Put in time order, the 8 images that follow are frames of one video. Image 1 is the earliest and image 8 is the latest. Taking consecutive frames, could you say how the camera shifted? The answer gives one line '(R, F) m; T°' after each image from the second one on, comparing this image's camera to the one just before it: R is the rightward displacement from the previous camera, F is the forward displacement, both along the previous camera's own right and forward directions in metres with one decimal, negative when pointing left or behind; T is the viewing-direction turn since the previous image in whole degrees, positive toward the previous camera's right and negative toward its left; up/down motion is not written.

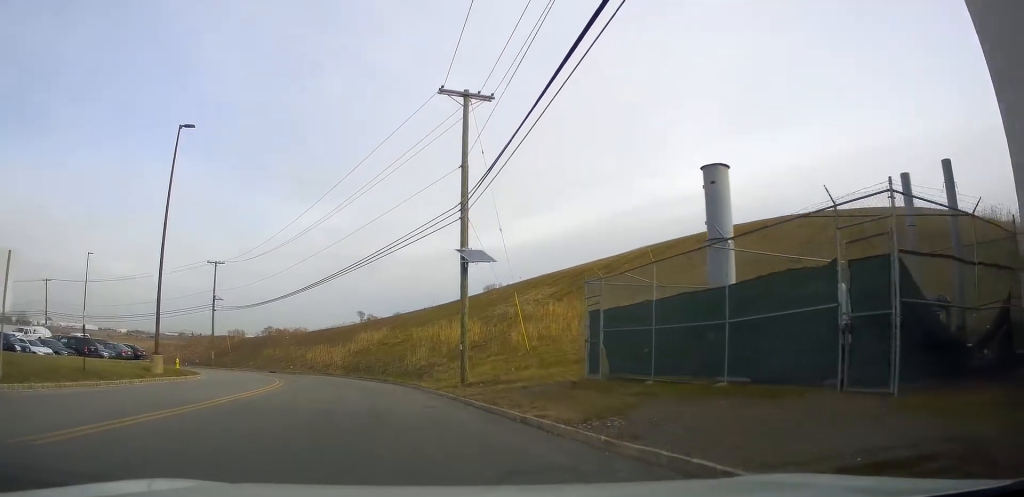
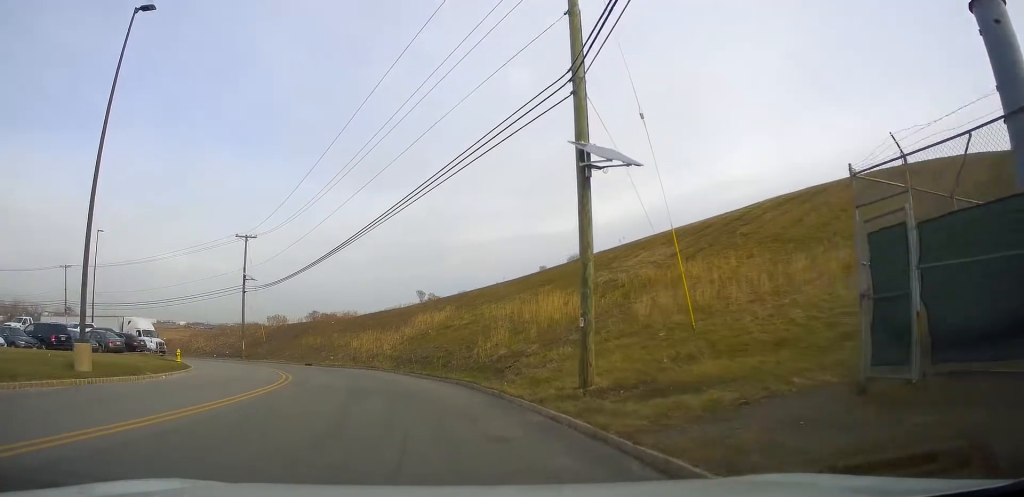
(-1.1, +10.8) m; -5°
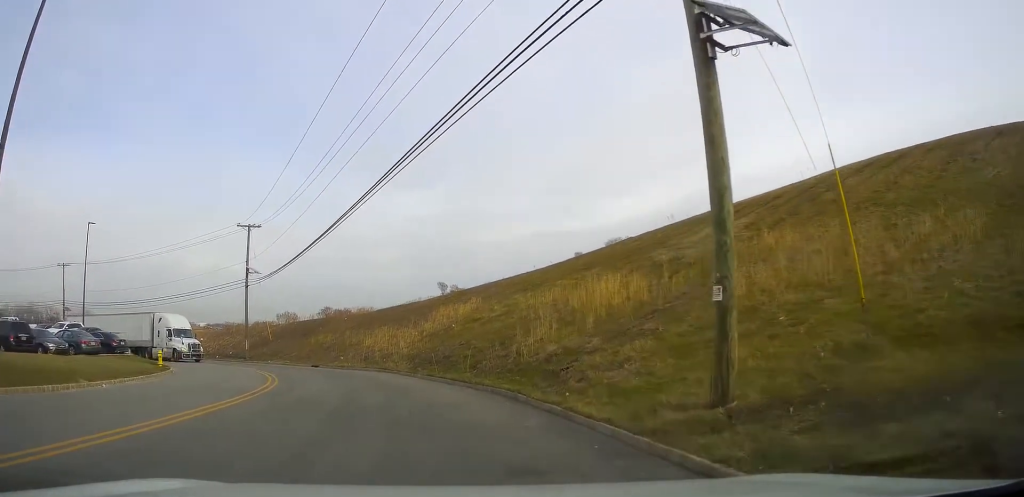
(-0.4, +5.4) m; -1°
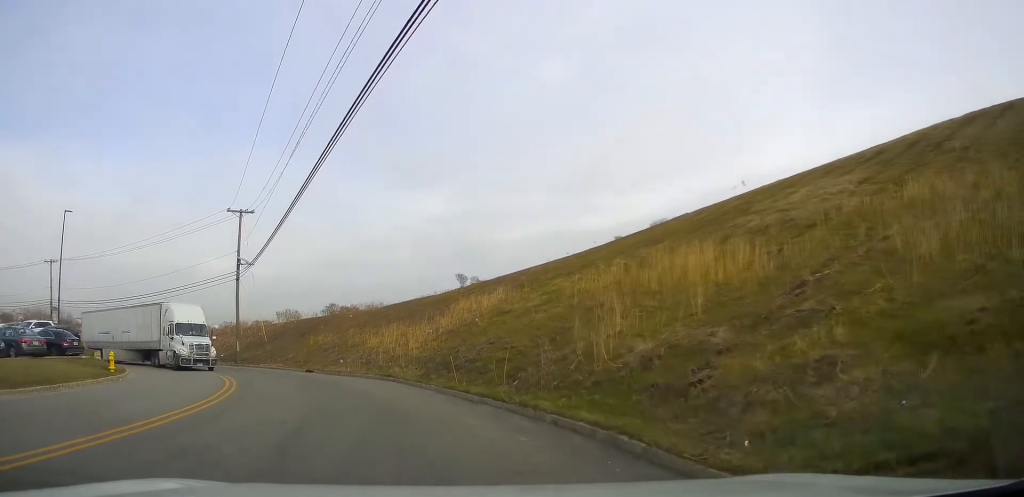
(+0.1, +6.7) m; -4°
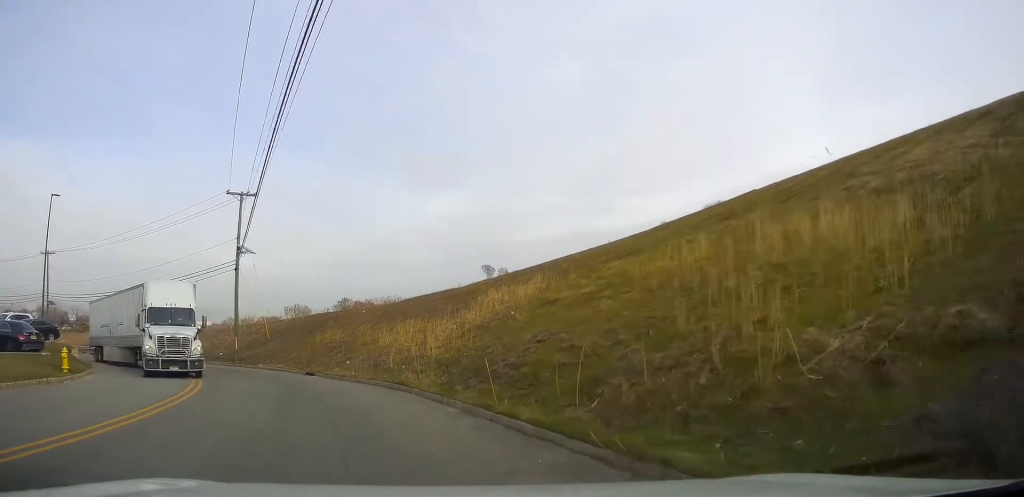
(-0.3, +5.1) m; -4°
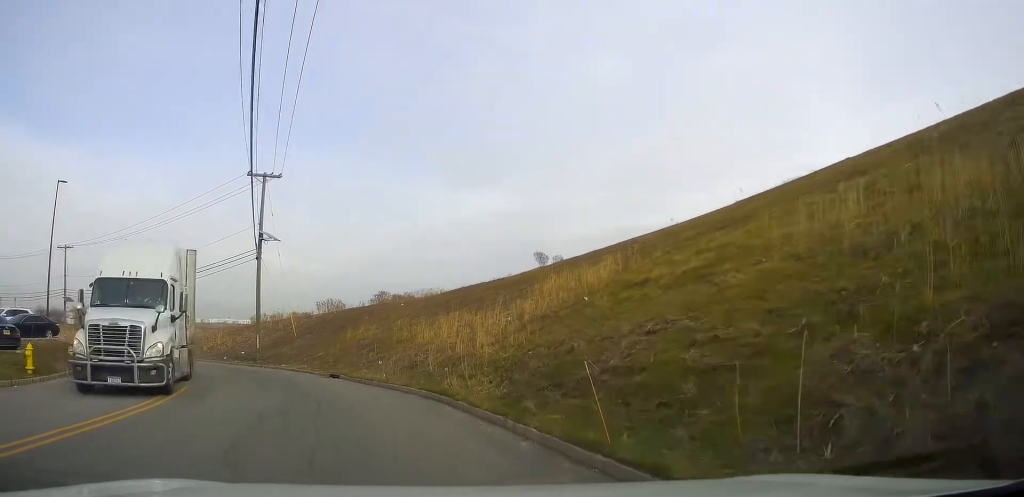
(0.0, +4.5) m; -3°
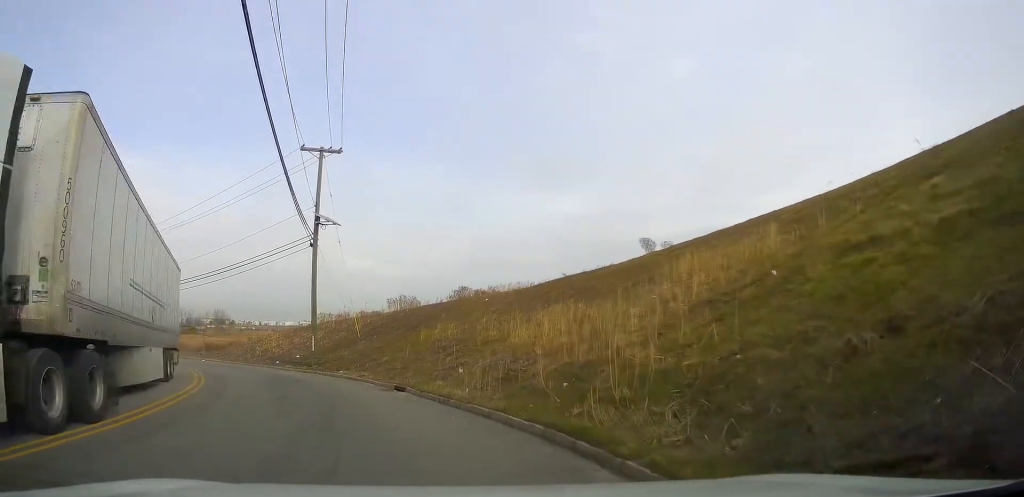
(-0.4, +5.8) m; -7°
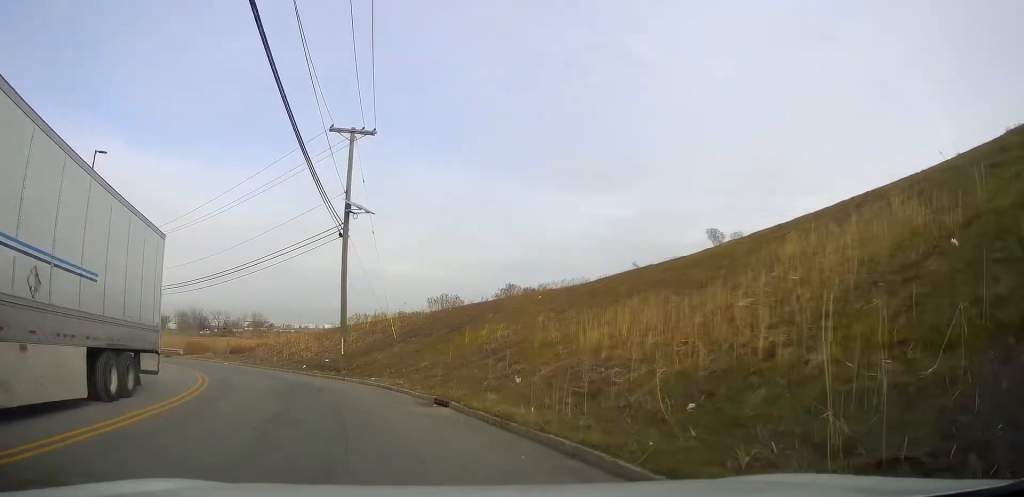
(-0.1, +3.3) m; -4°
